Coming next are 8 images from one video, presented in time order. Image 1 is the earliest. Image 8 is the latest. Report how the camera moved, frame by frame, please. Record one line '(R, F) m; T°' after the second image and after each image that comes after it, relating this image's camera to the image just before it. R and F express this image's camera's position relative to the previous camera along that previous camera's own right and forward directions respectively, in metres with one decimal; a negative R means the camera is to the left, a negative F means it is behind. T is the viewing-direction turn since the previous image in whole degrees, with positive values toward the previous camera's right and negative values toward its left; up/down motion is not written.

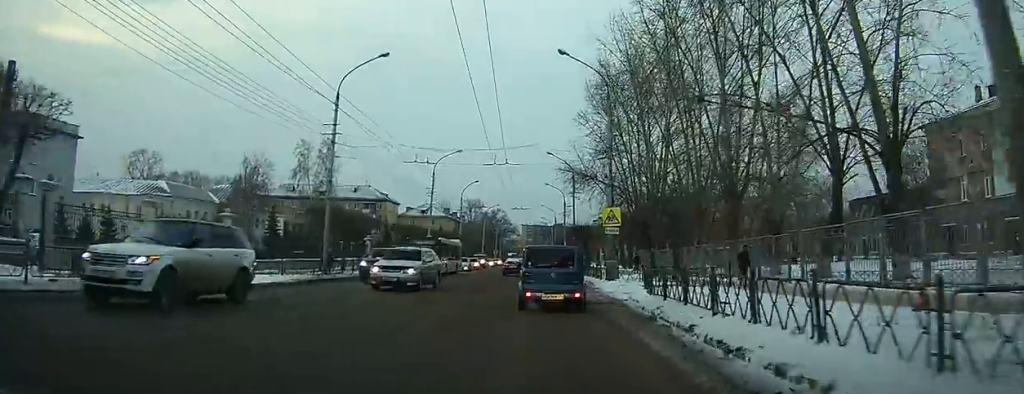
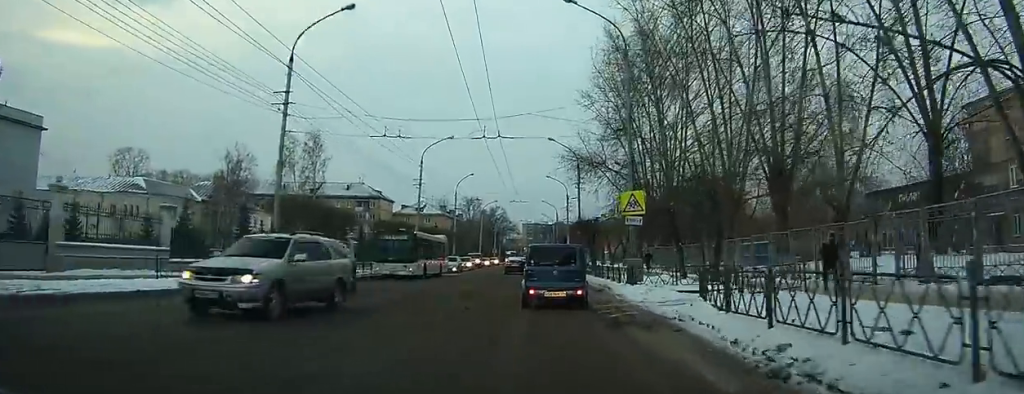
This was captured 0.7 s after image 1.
(0.0, +5.3) m; 0°
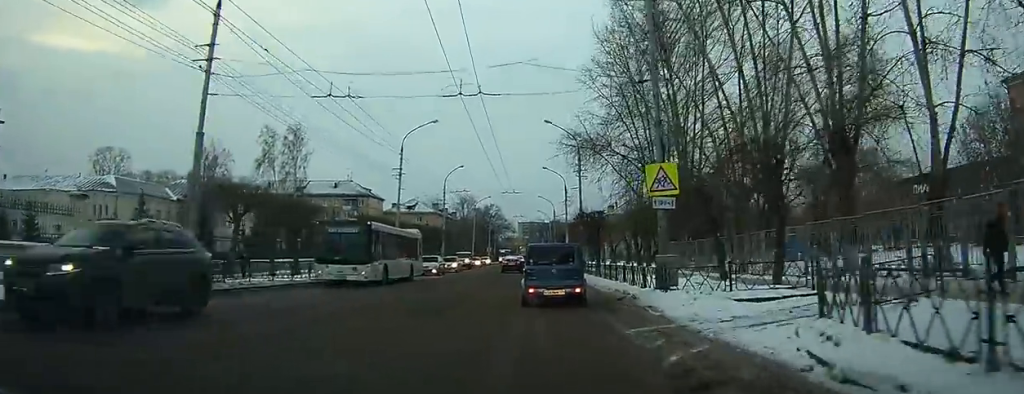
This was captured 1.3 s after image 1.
(0.0, +5.3) m; +1°
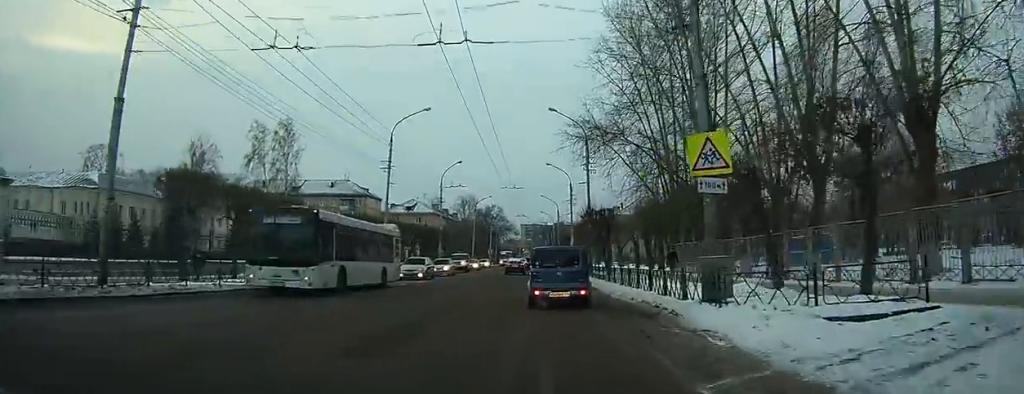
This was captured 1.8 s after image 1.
(0.0, +3.9) m; 0°
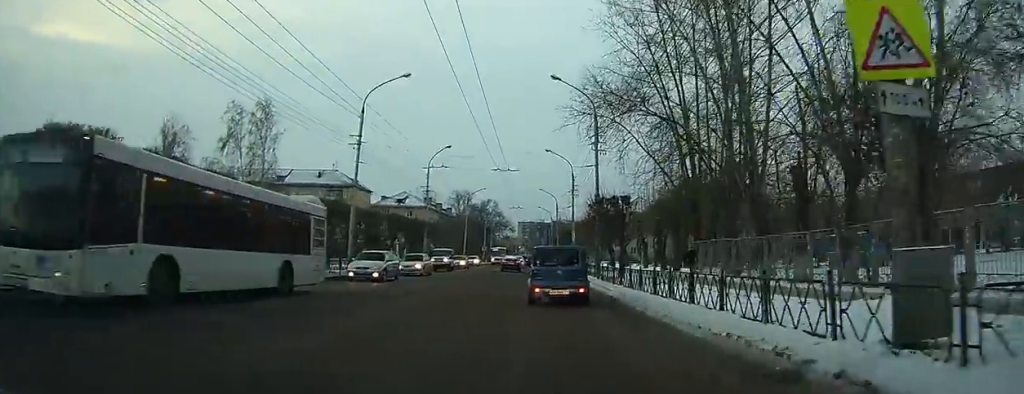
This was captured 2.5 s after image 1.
(+0.1, +7.2) m; +1°
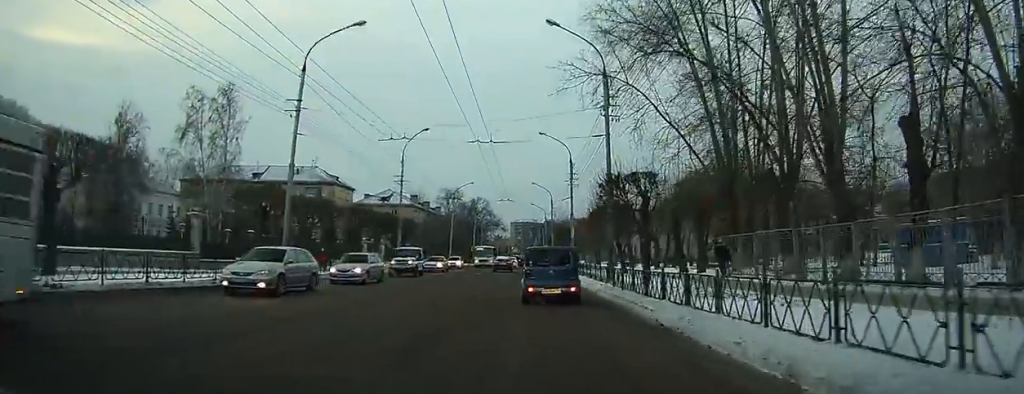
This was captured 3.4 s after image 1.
(+0.1, +9.5) m; +1°
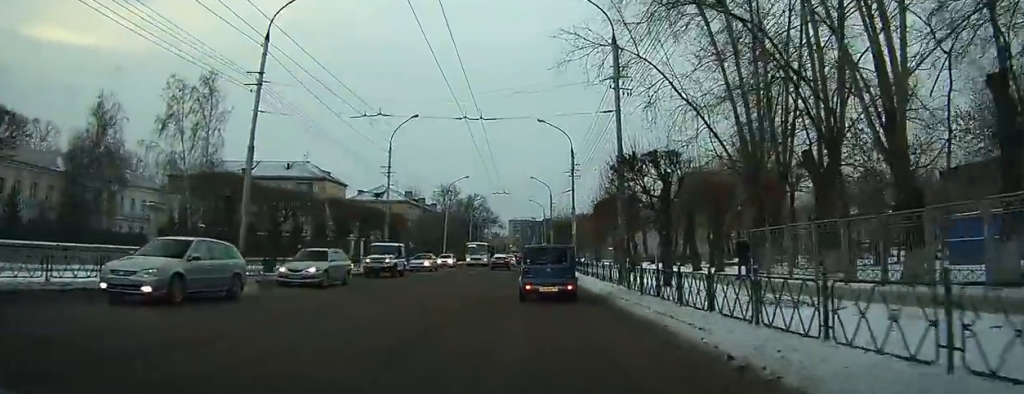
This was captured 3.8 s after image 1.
(0.0, +4.6) m; 0°
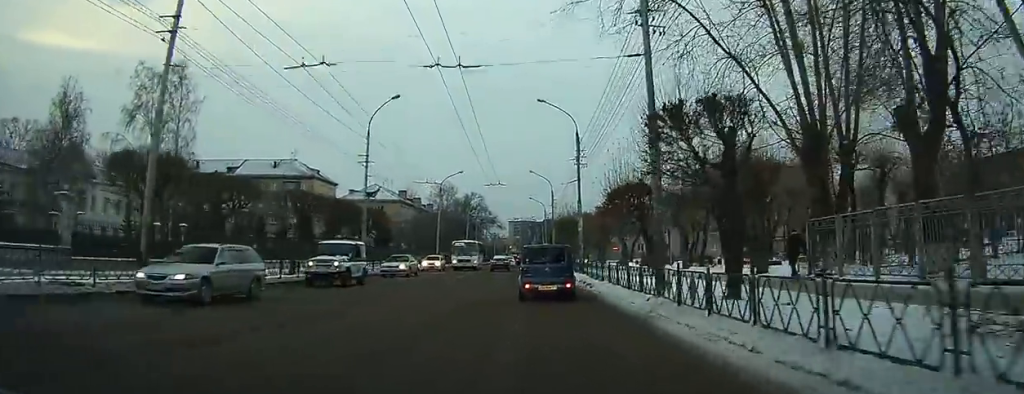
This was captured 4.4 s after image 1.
(0.0, +7.8) m; 0°
